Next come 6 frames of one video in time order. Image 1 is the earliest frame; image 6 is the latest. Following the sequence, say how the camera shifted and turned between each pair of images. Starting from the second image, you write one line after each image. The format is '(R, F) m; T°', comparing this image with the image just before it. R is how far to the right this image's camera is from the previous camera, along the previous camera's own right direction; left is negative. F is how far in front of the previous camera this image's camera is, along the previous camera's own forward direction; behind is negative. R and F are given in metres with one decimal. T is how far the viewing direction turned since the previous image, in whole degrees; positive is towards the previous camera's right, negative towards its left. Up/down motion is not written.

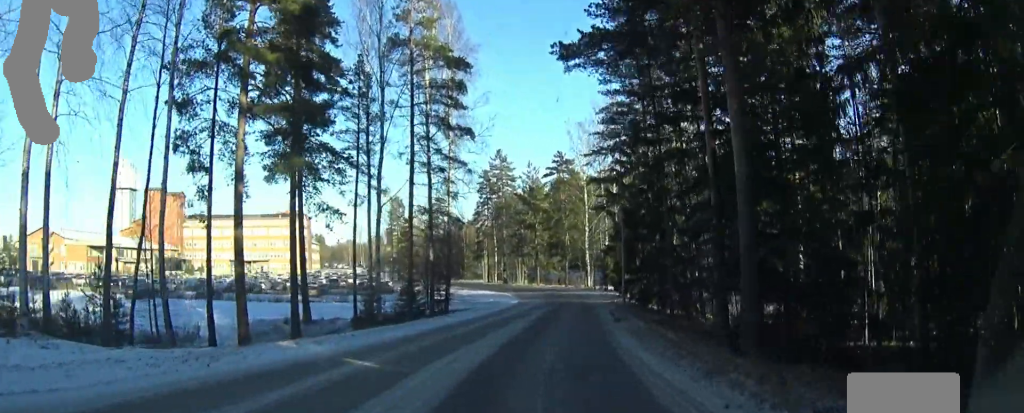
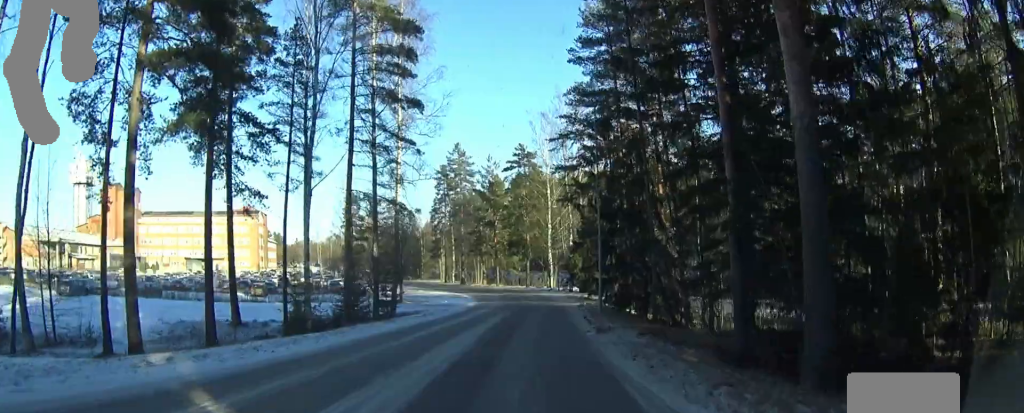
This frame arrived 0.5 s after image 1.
(+0.4, +4.7) m; +5°
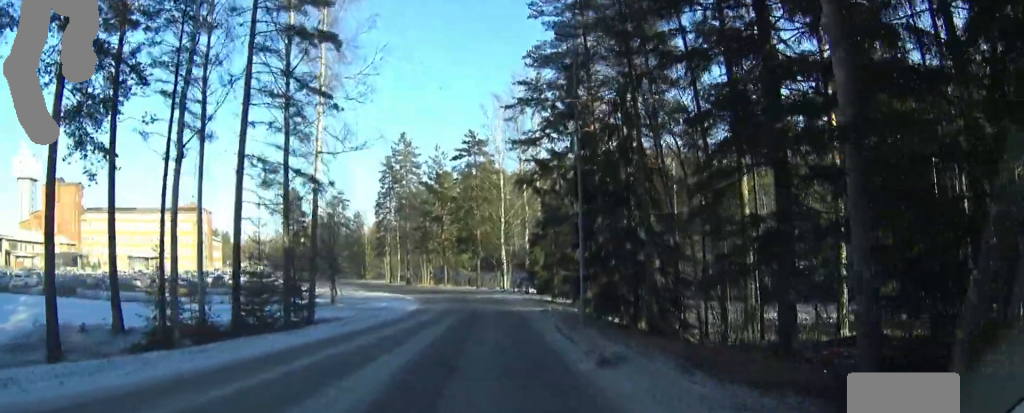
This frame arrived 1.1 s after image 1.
(+0.1, +7.1) m; 0°
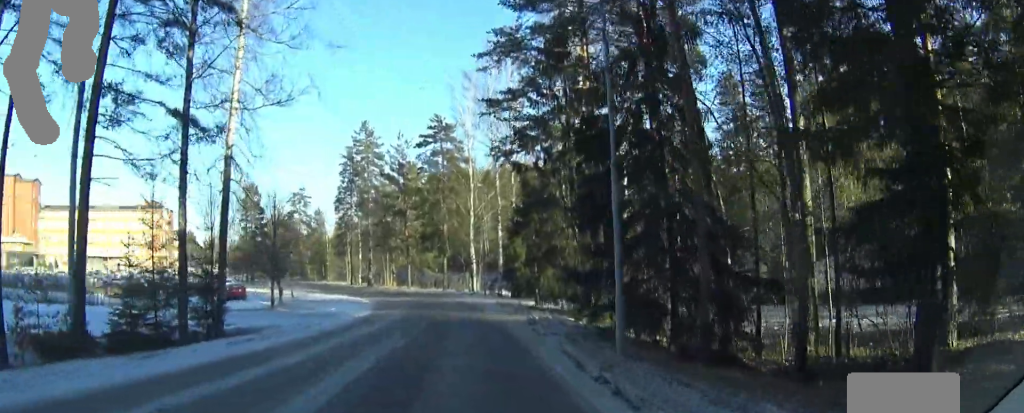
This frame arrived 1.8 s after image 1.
(0.0, +7.1) m; 0°
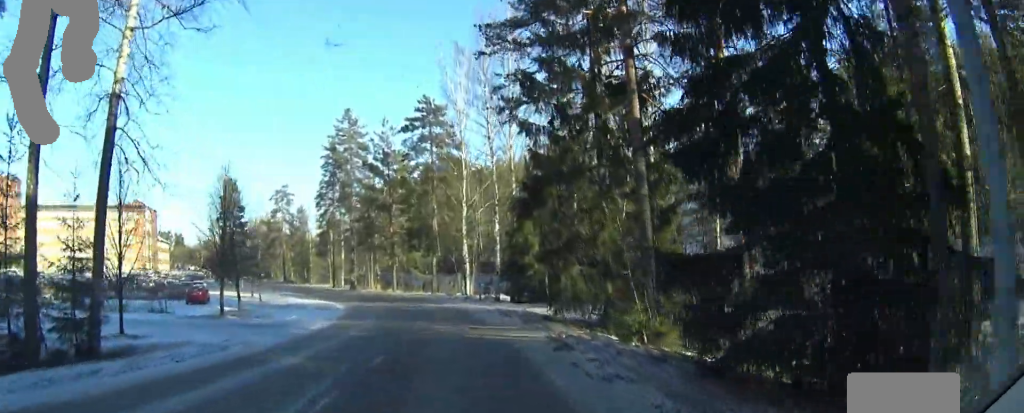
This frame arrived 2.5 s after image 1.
(-0.2, +7.1) m; +1°
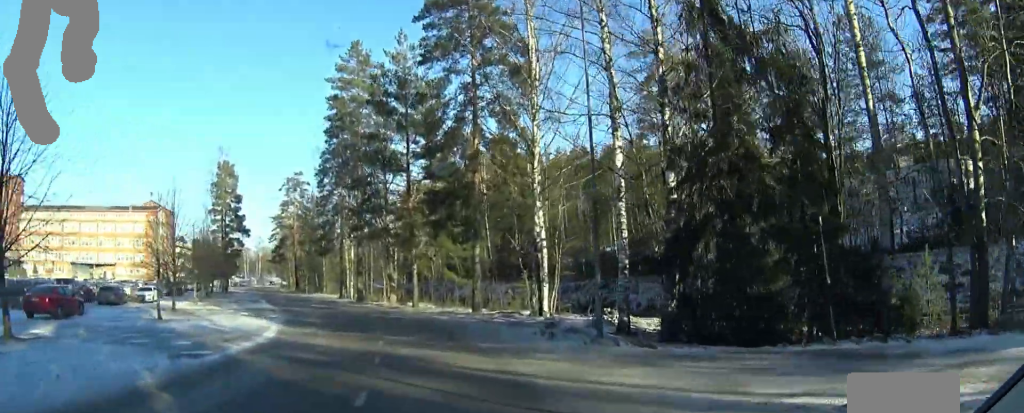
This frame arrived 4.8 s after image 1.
(+0.7, +24.3) m; -2°
